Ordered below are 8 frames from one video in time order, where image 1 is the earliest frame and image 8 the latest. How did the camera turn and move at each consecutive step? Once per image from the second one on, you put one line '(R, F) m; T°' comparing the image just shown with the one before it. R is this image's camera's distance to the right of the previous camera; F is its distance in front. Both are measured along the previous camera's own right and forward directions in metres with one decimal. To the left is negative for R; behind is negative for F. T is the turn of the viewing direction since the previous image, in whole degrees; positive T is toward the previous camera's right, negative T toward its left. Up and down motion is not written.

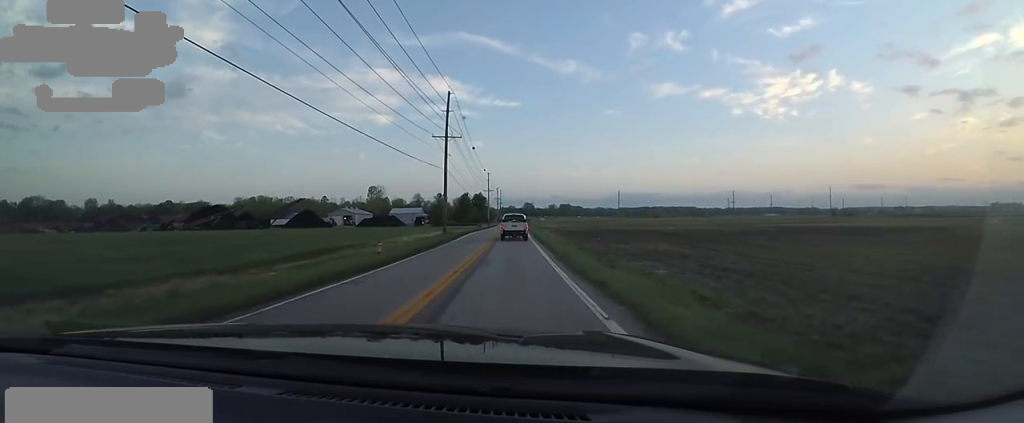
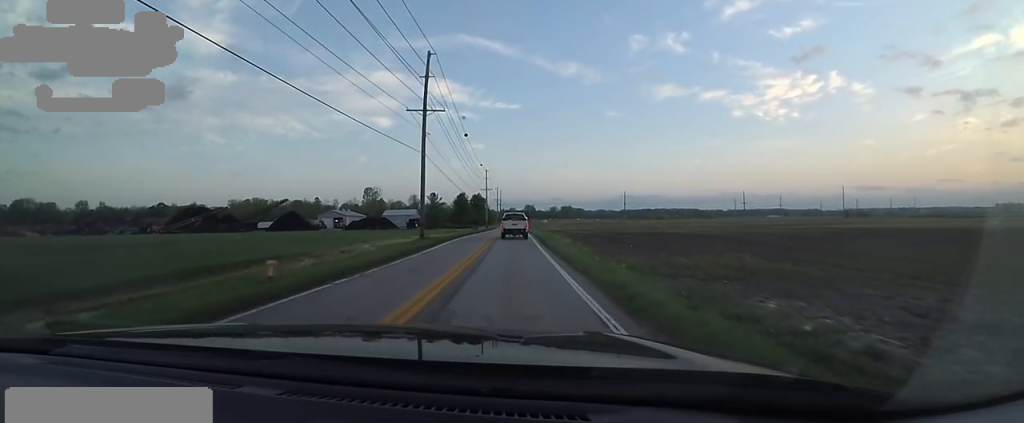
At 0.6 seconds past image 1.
(+0.2, +11.7) m; 0°
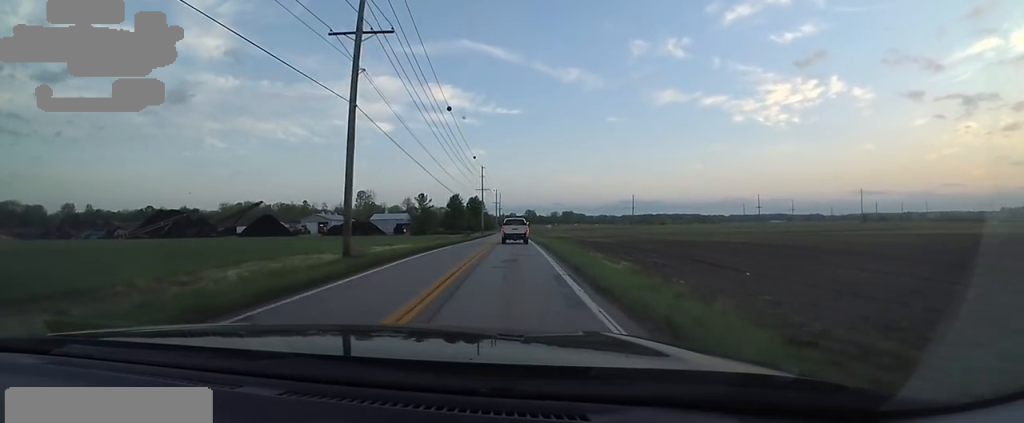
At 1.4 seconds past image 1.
(-0.4, +16.0) m; -1°
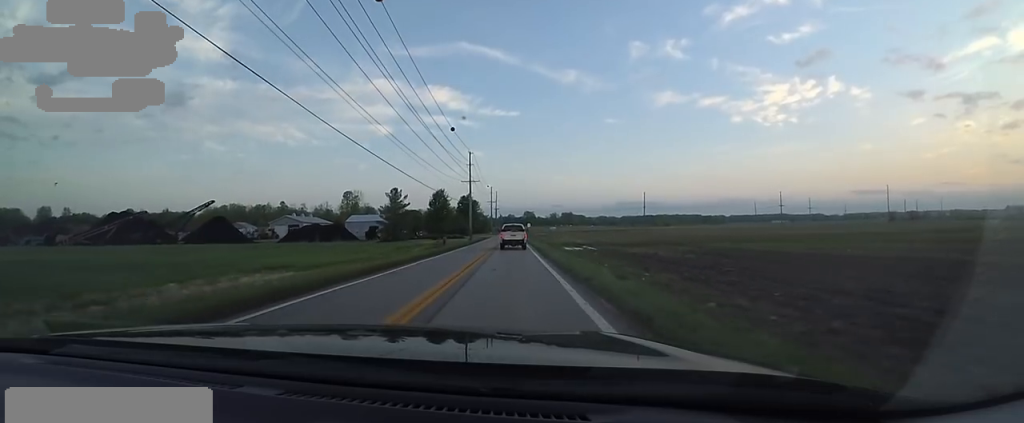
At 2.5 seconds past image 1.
(0.0, +22.8) m; +1°
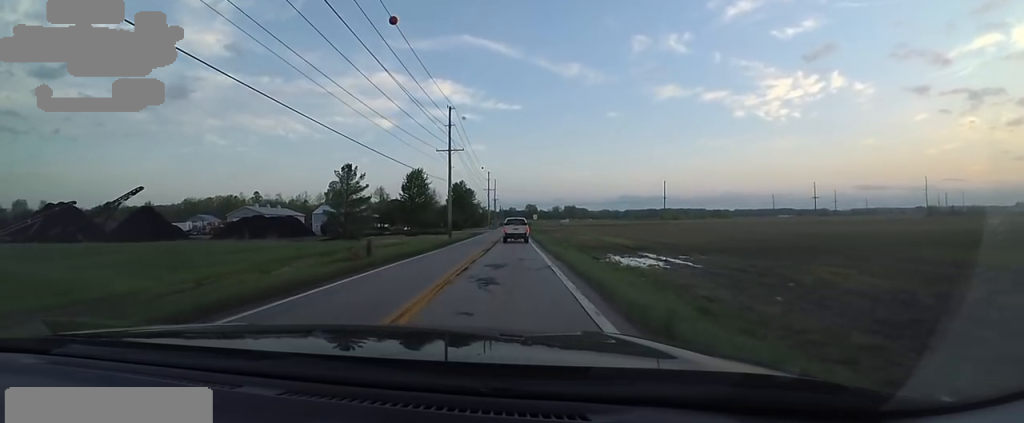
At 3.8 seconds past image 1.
(+0.3, +25.0) m; -1°
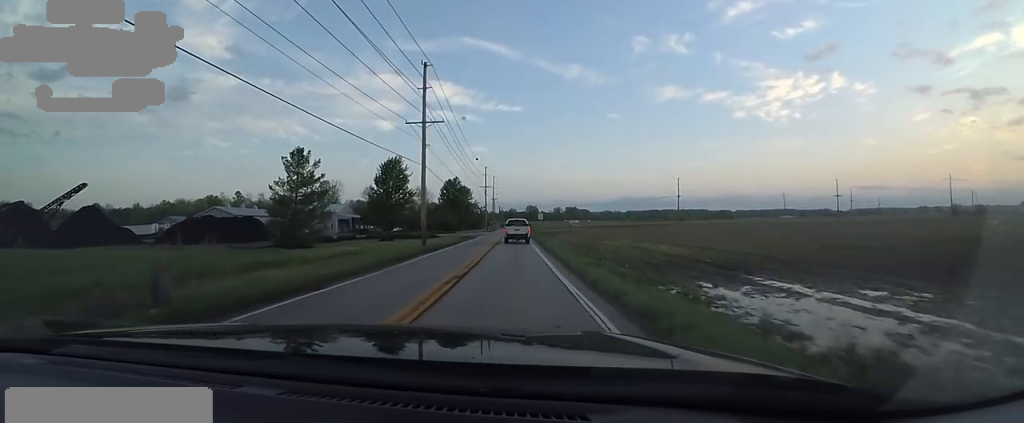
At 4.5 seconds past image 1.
(-0.2, +14.6) m; -2°
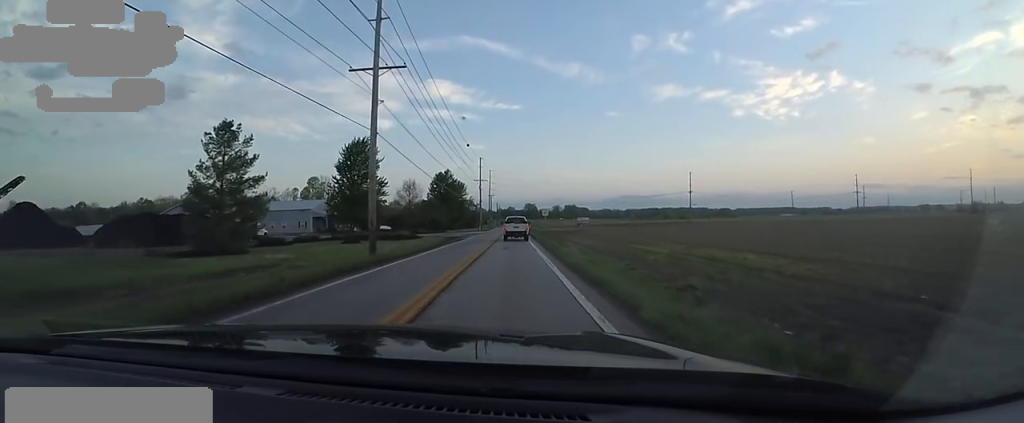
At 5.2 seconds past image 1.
(-0.2, +12.6) m; +2°
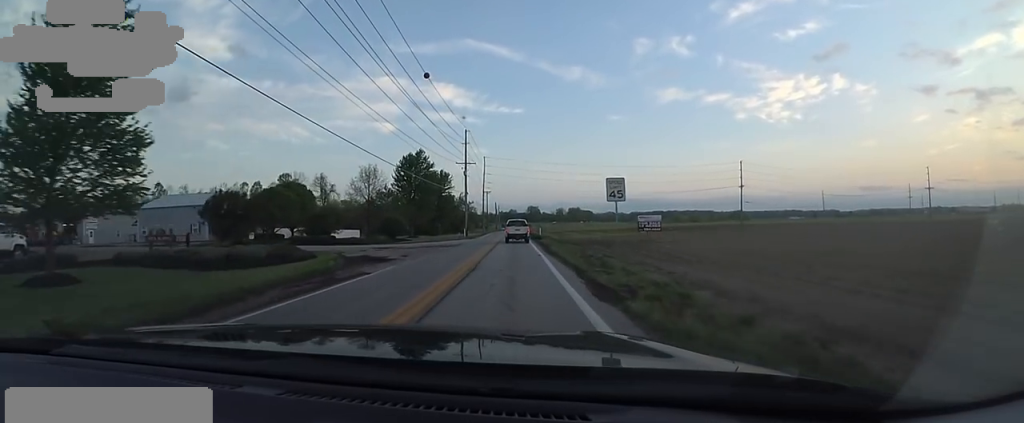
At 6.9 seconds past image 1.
(+0.8, +33.3) m; -1°
